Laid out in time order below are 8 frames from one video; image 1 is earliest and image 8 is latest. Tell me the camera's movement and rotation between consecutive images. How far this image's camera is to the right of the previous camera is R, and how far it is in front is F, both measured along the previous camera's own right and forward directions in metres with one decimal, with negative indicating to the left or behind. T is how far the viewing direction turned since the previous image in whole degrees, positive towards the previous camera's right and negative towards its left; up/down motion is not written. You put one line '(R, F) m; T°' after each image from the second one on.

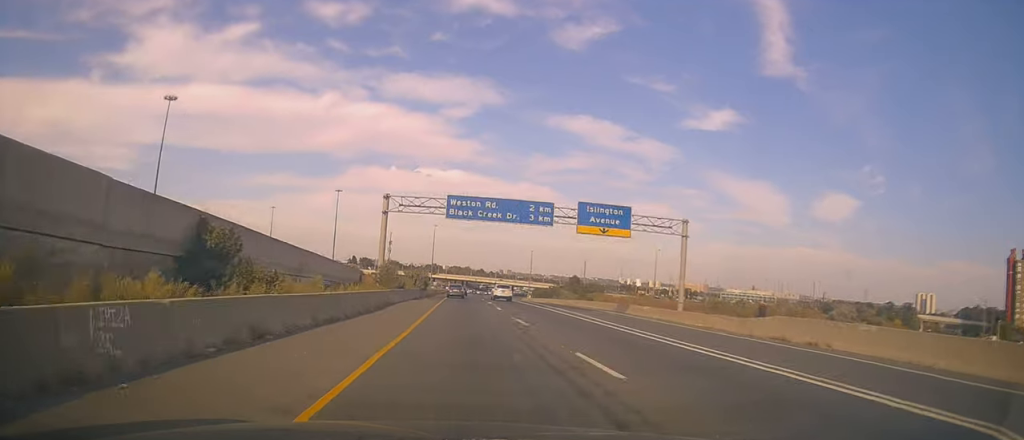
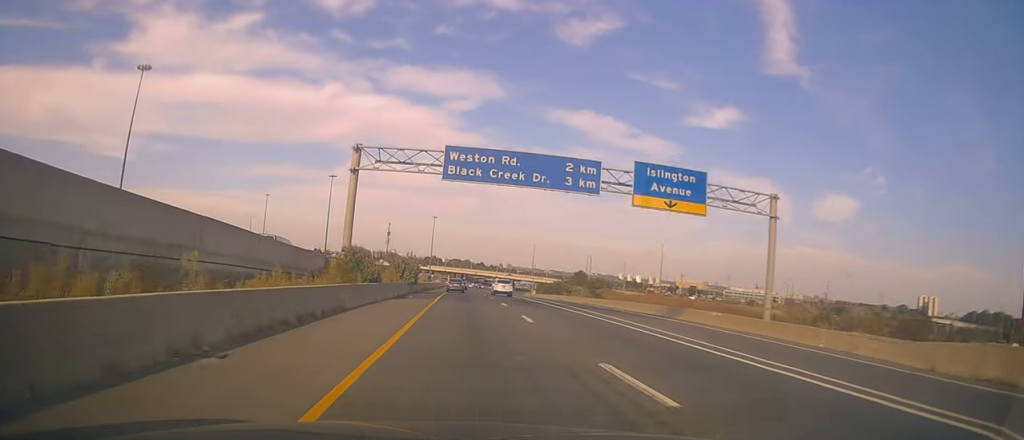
(+0.4, +13.6) m; +1°
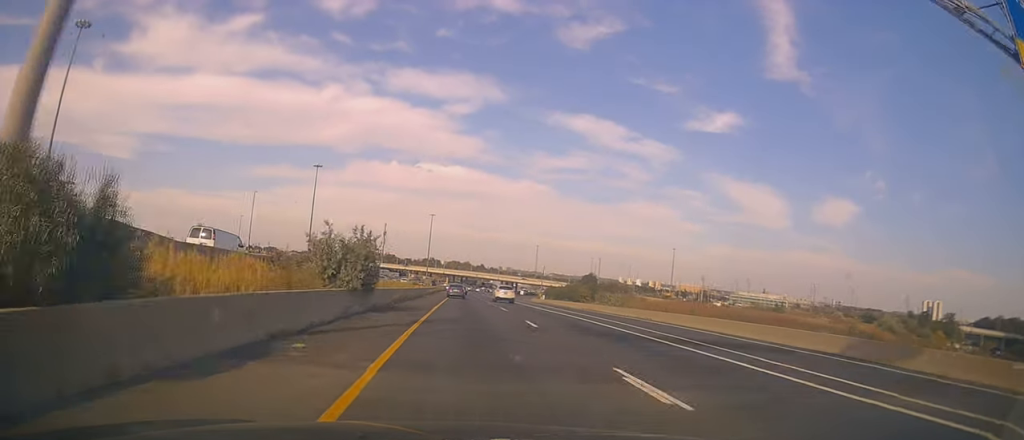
(+0.3, +23.8) m; 0°
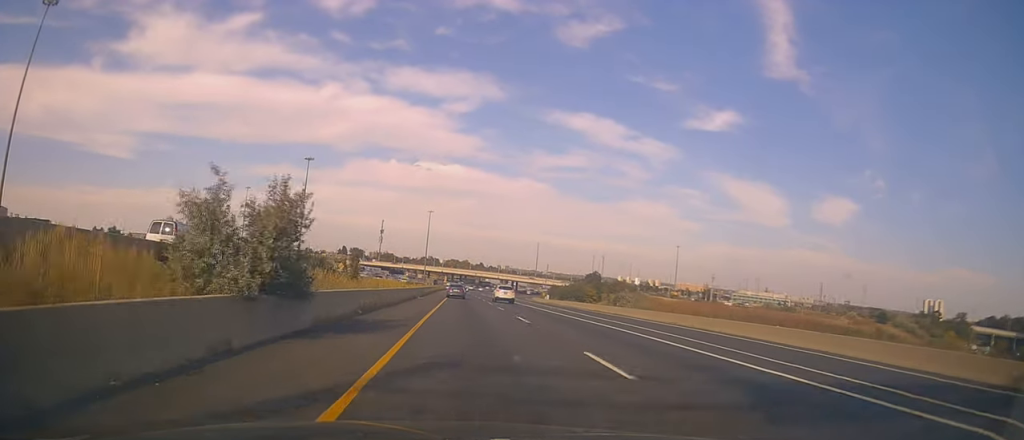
(+0.1, +10.3) m; 0°
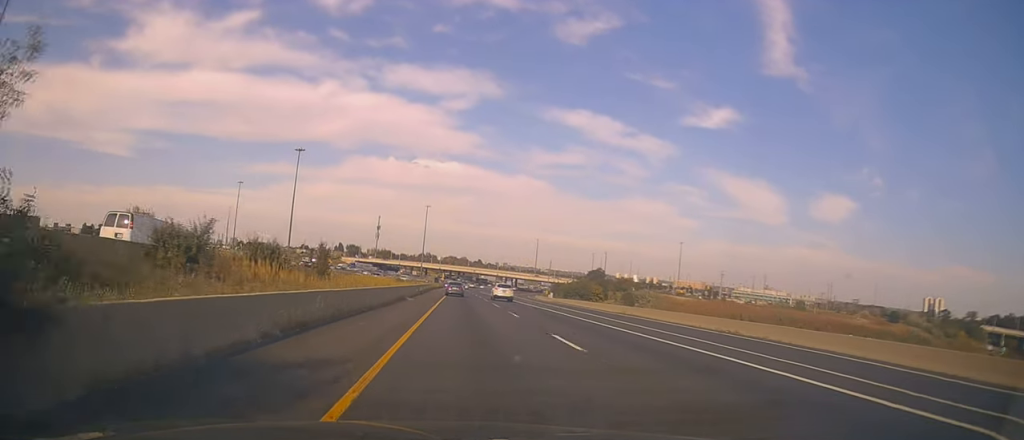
(-0.1, +9.3) m; 0°
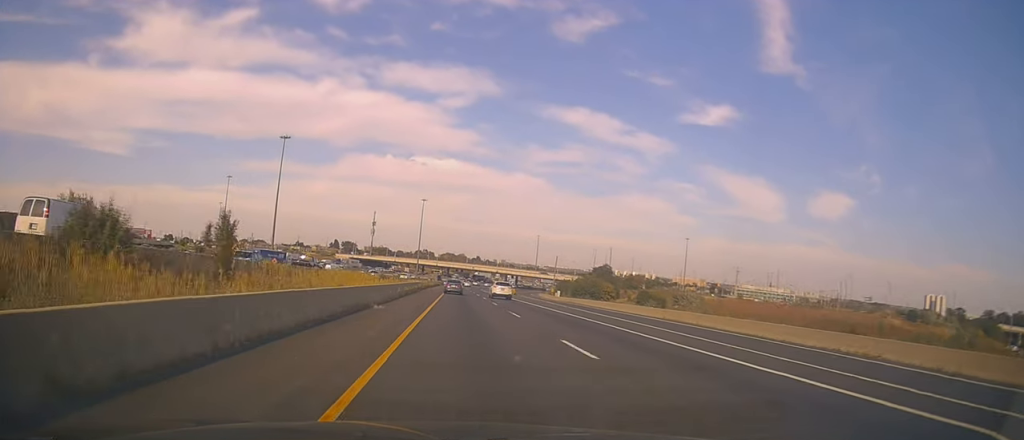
(-0.2, +14.0) m; 0°
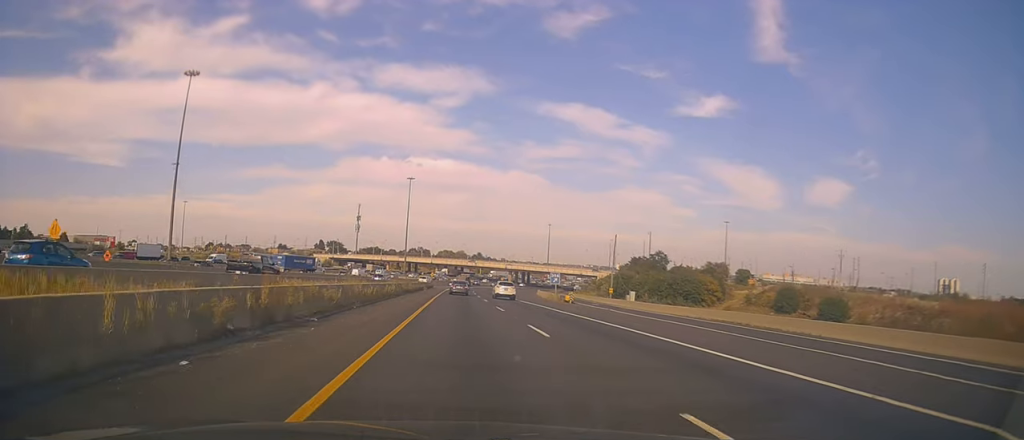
(0.0, +59.6) m; 0°
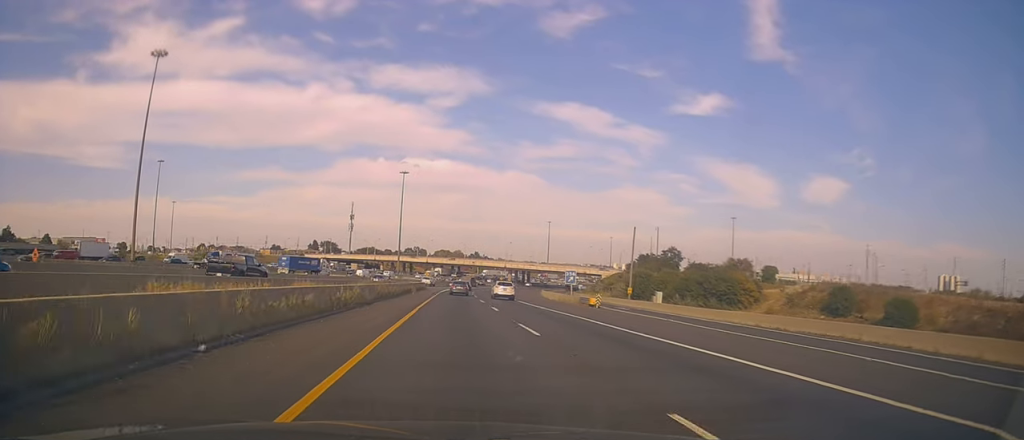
(-0.1, +12.0) m; +1°
